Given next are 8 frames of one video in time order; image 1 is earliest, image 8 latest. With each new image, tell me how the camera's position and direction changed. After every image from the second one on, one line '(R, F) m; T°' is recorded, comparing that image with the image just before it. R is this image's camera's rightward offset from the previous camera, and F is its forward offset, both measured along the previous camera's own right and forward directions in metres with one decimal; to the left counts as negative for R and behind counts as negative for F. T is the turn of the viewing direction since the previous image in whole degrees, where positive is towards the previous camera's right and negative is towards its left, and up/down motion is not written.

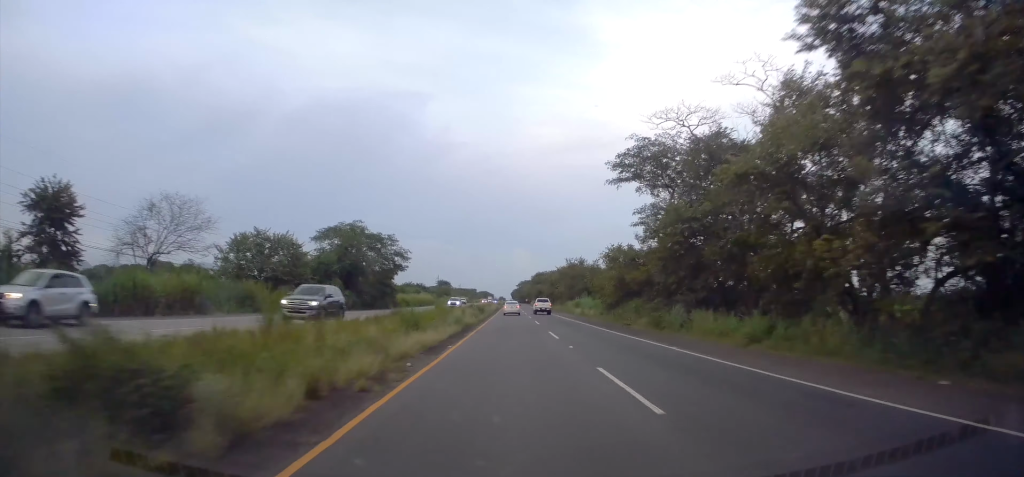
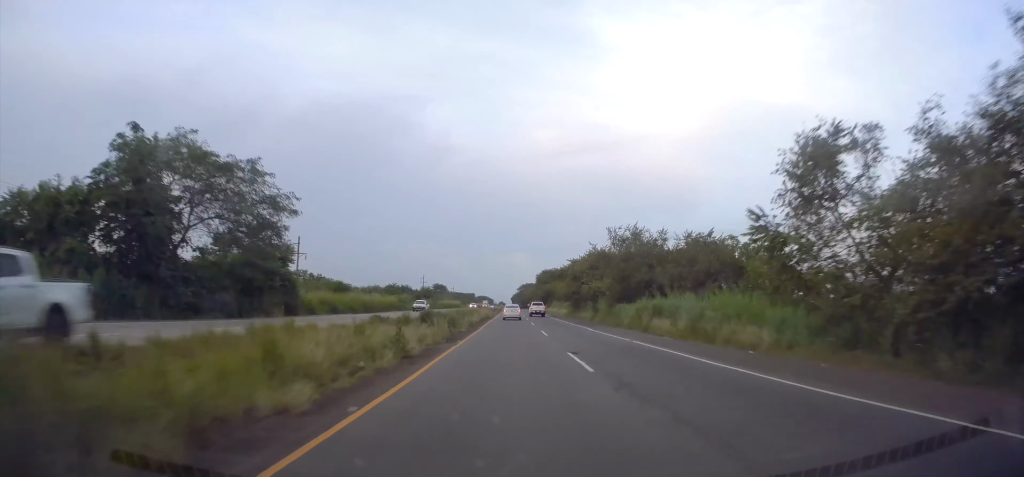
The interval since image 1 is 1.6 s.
(-0.3, +40.2) m; 0°
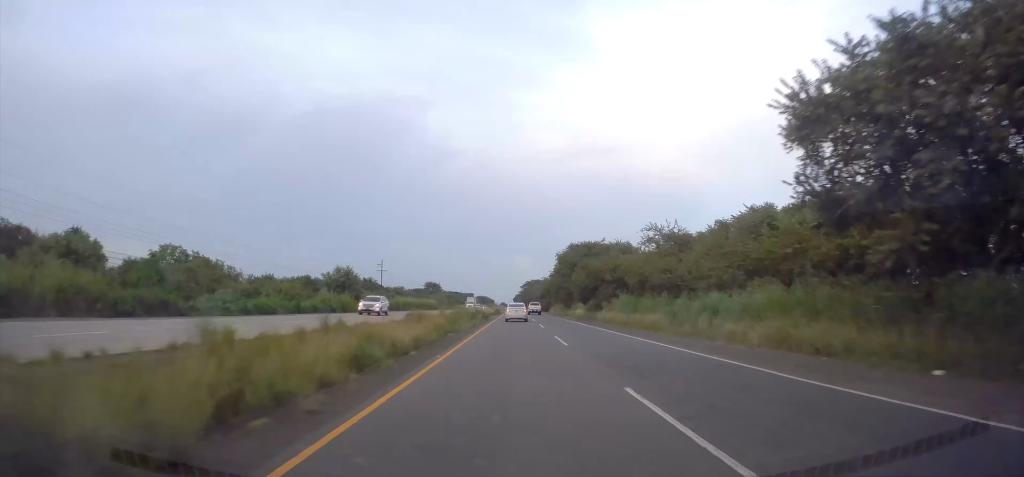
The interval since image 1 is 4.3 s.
(+0.9, +67.6) m; 0°
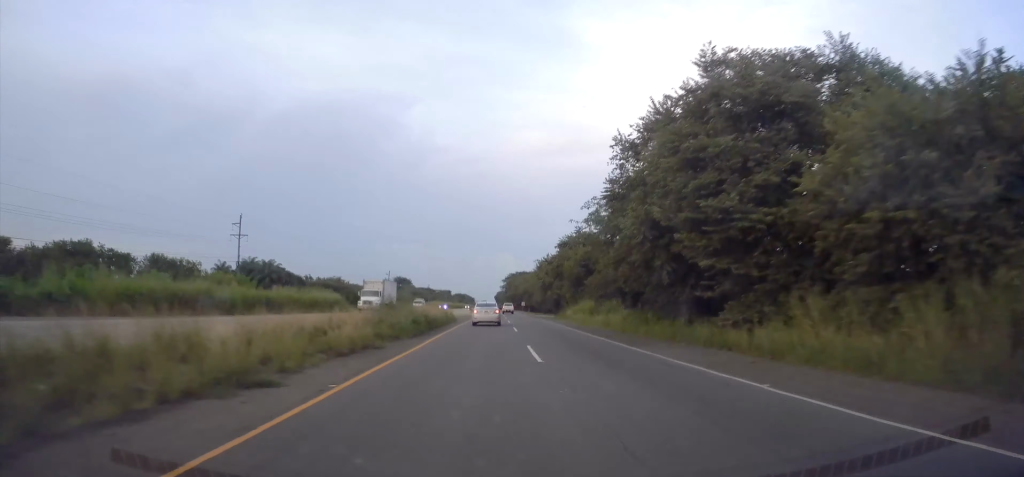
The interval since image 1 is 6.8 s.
(0.0, +65.4) m; 0°
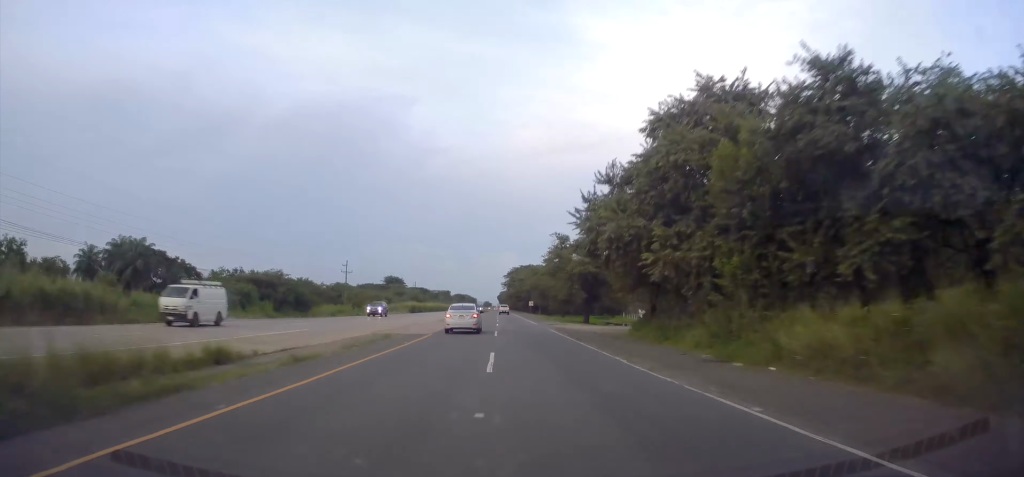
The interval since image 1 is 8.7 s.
(0.0, +46.4) m; 0°
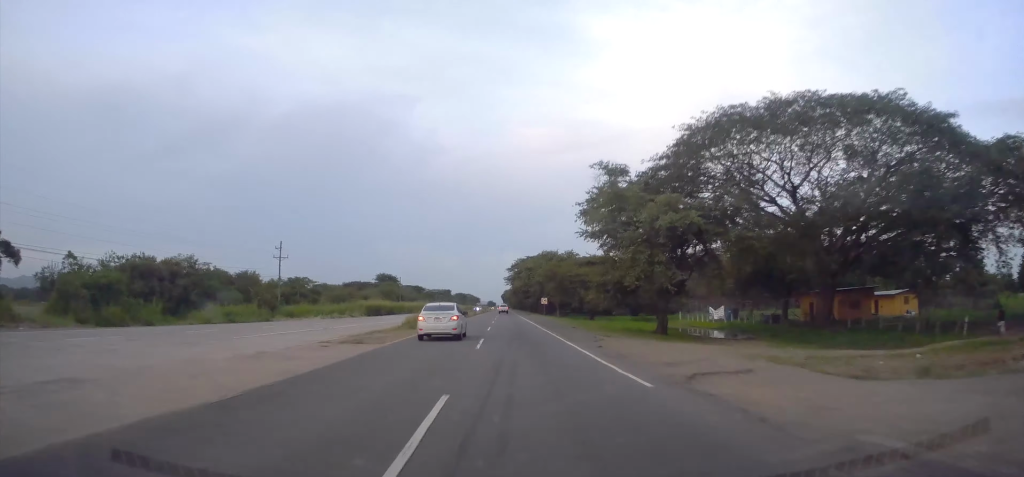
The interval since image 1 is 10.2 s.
(+0.2, +38.1) m; 0°
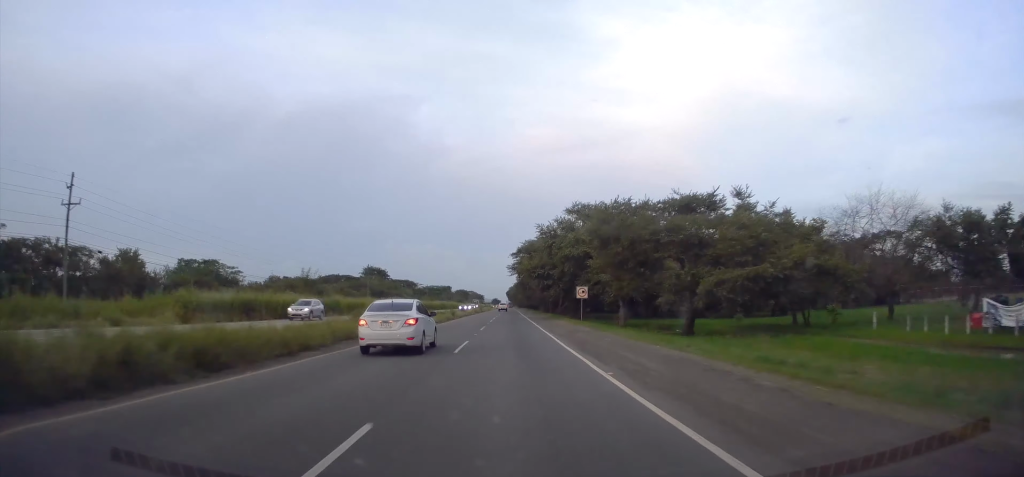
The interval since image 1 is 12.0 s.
(-0.4, +46.7) m; -1°
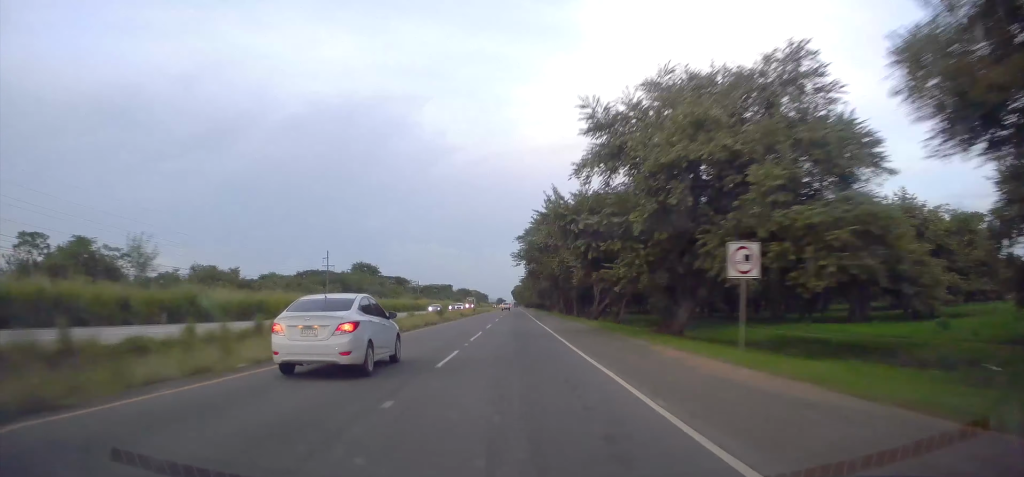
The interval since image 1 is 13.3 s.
(-0.4, +34.0) m; 0°
